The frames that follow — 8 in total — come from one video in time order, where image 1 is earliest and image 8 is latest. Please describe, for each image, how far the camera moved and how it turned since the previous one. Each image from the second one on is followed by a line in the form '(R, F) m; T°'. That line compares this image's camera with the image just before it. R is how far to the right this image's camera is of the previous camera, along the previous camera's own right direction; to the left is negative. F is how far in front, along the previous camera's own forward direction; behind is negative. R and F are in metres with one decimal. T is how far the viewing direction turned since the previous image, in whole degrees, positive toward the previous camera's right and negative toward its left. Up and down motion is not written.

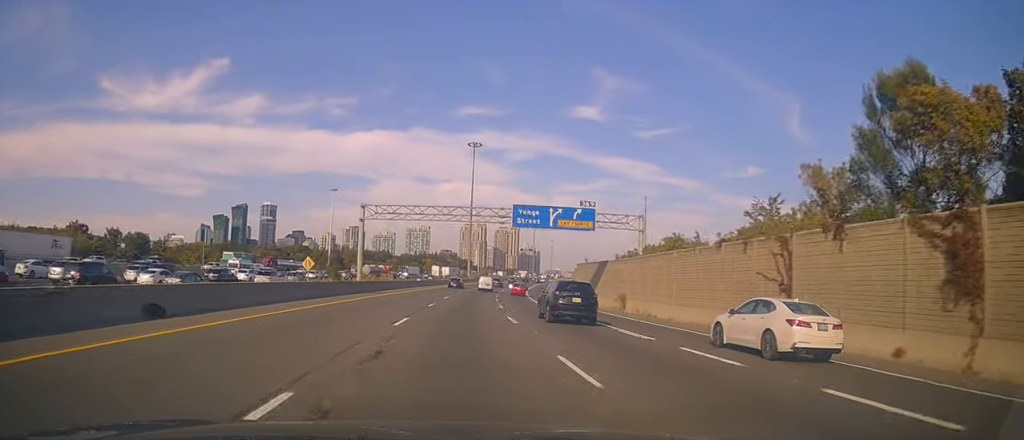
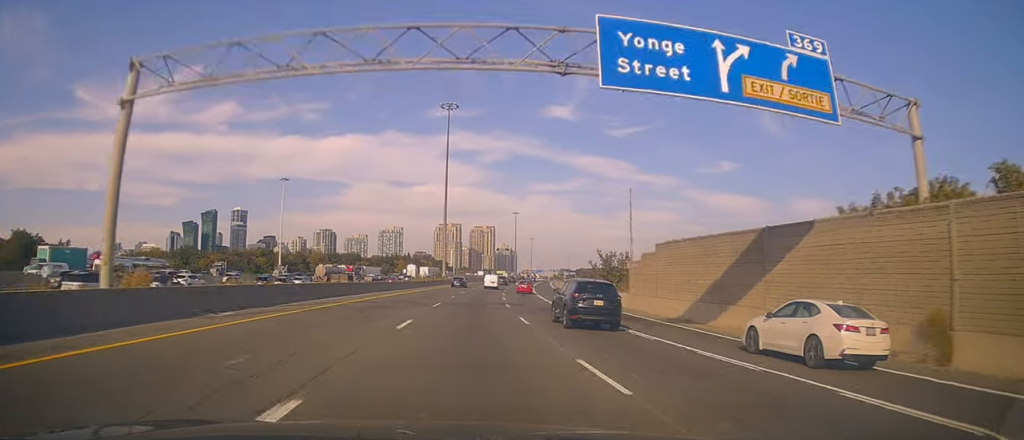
(+1.2, +35.4) m; +3°
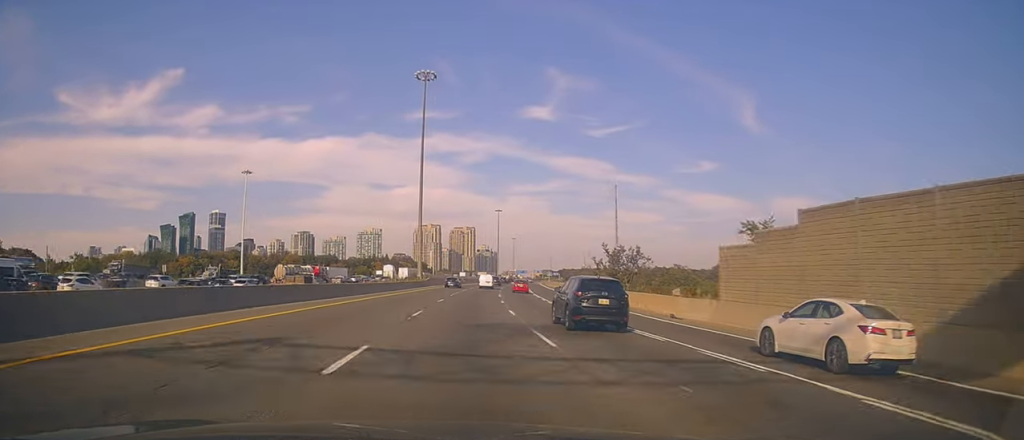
(0.0, +18.7) m; 0°
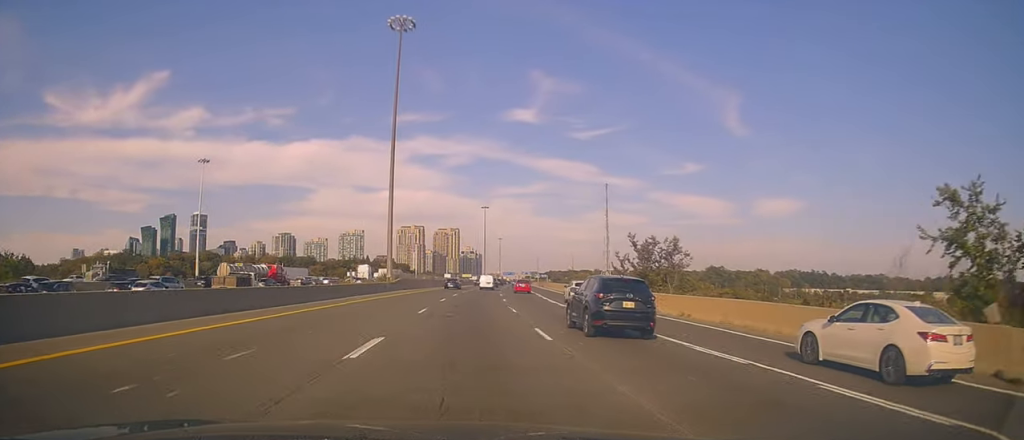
(0.0, +22.4) m; +1°
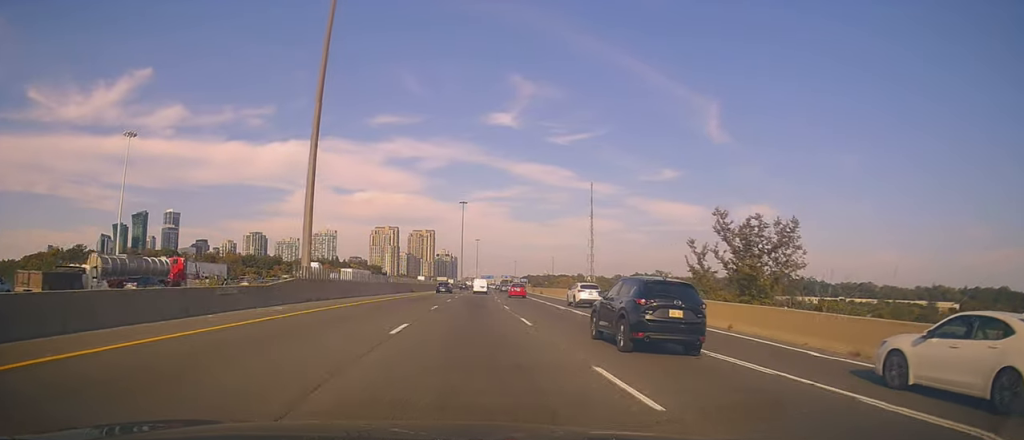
(+0.8, +30.8) m; +3°
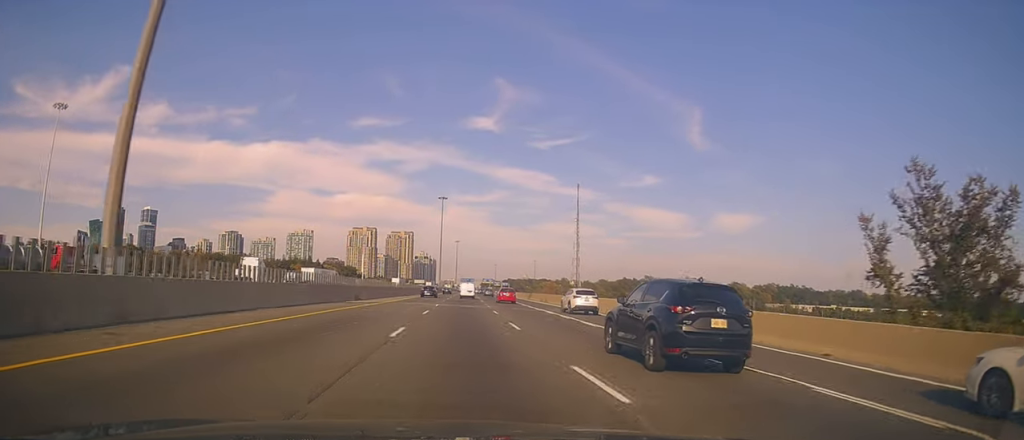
(+0.6, +23.2) m; +3°
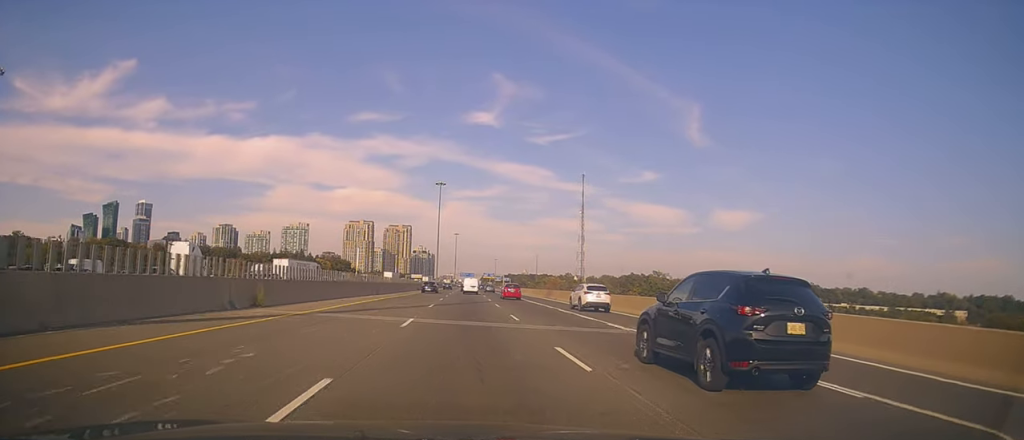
(+0.4, +21.7) m; +2°
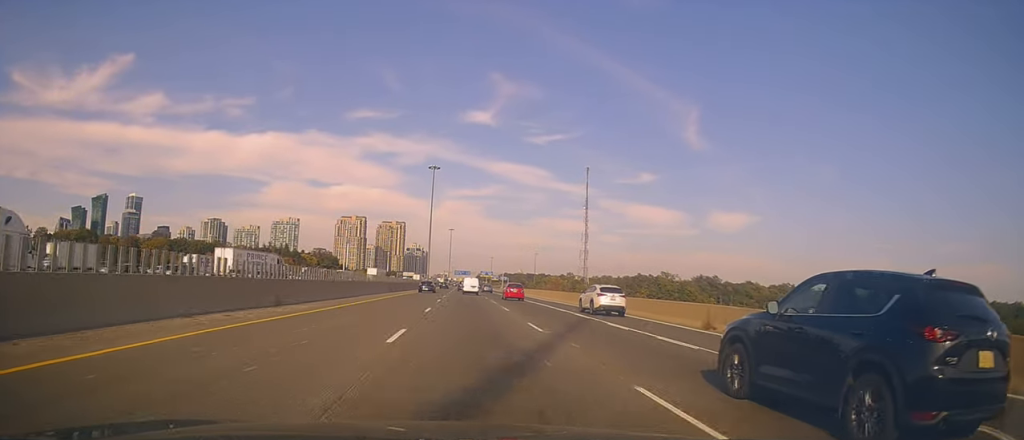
(+0.3, +28.3) m; +1°
